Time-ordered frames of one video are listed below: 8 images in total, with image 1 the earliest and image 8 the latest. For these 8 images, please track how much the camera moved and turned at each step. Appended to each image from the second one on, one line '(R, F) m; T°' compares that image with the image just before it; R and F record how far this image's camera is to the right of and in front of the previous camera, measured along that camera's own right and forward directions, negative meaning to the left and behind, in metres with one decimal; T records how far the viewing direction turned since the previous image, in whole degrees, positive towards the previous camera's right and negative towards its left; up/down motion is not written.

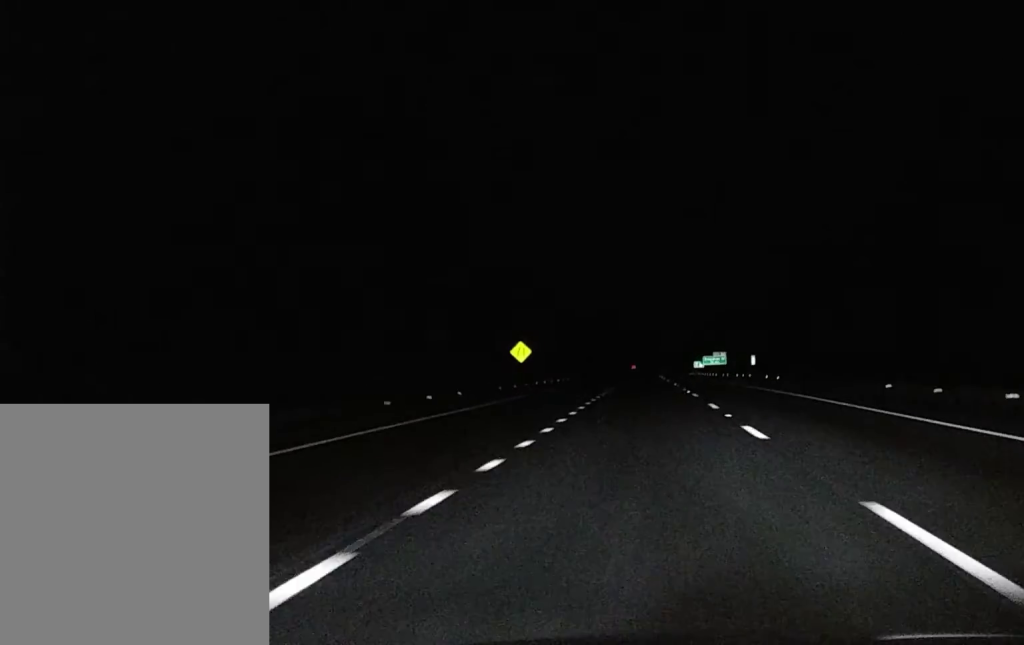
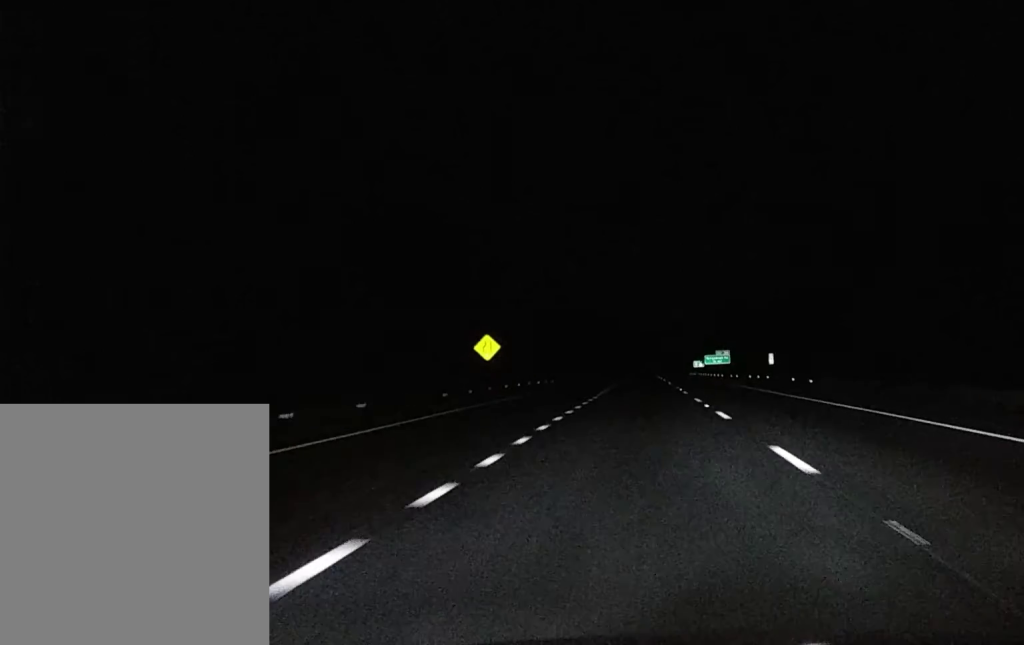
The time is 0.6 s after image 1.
(0.0, +18.9) m; 0°
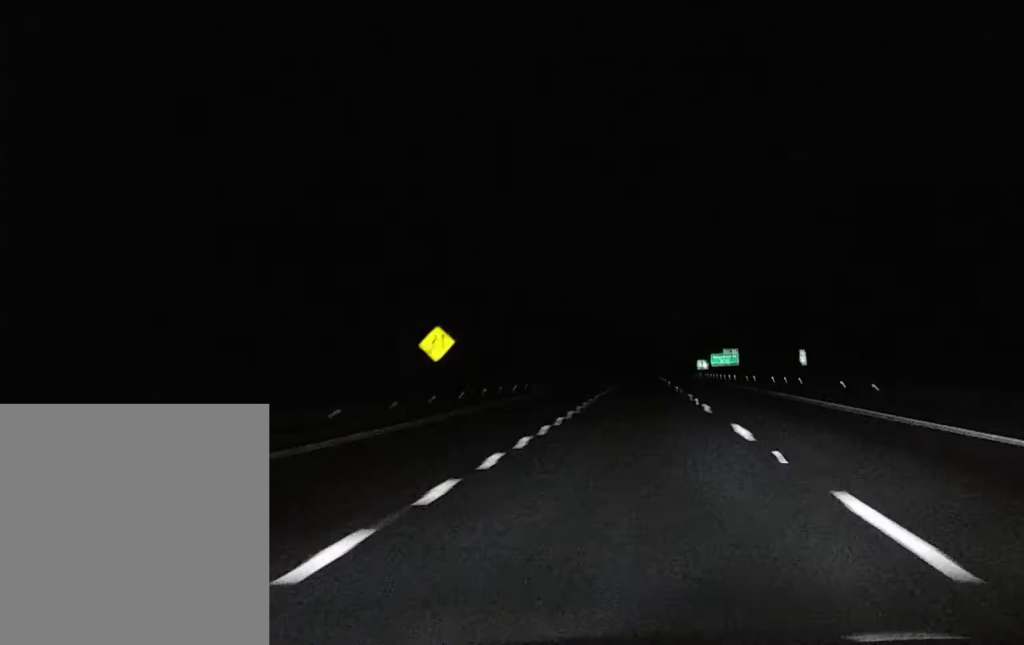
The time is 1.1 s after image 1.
(0.0, +16.8) m; 0°
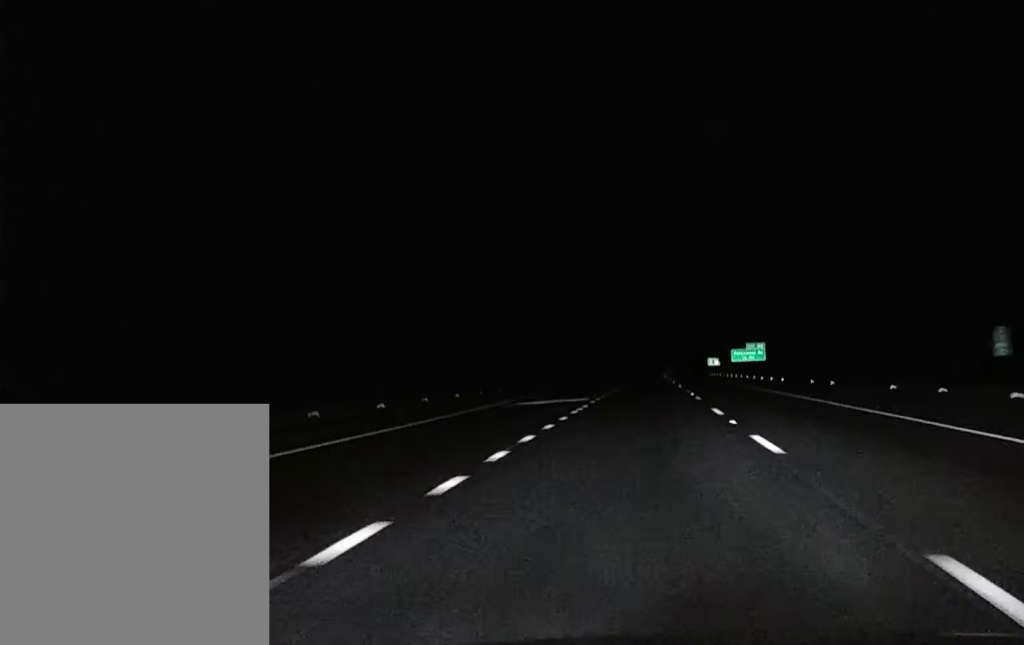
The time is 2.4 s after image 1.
(-0.2, +39.3) m; 0°
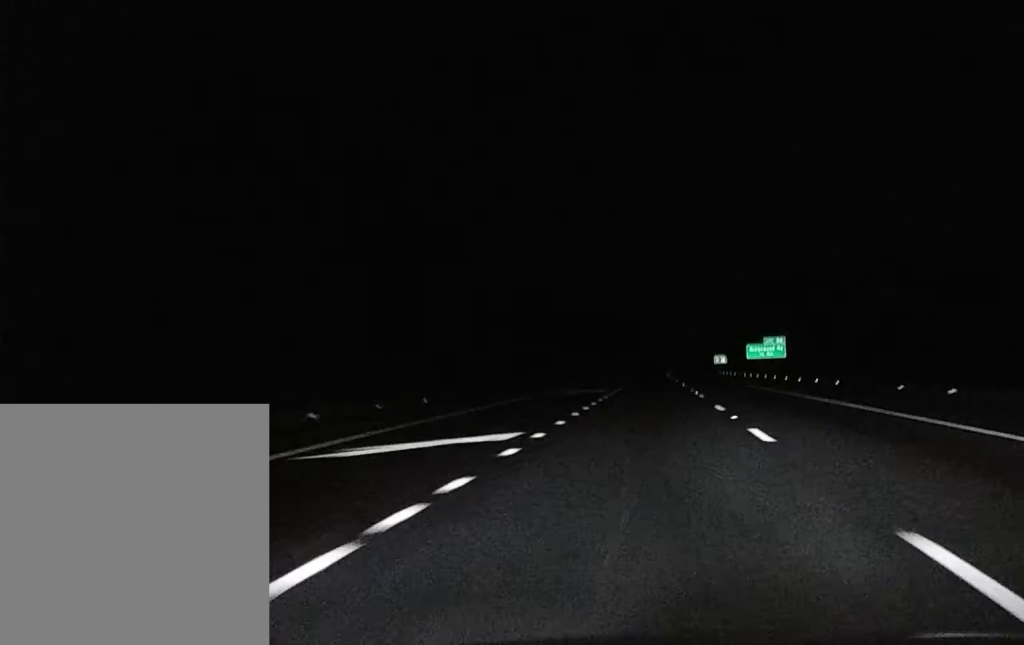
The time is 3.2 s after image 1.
(0.0, +24.2) m; 0°
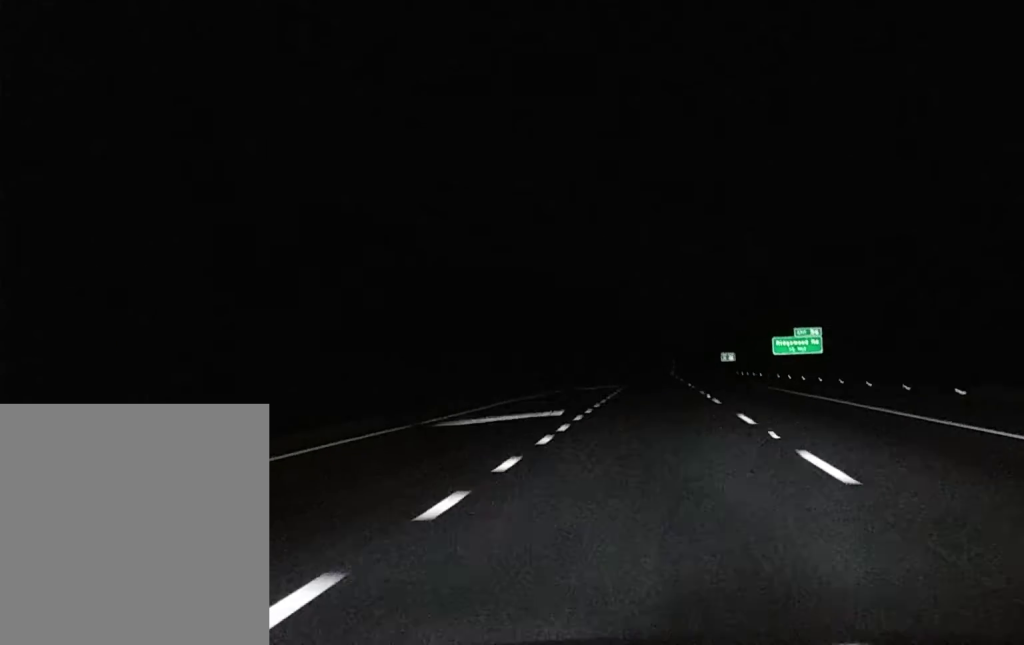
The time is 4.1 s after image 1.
(0.0, +26.2) m; 0°
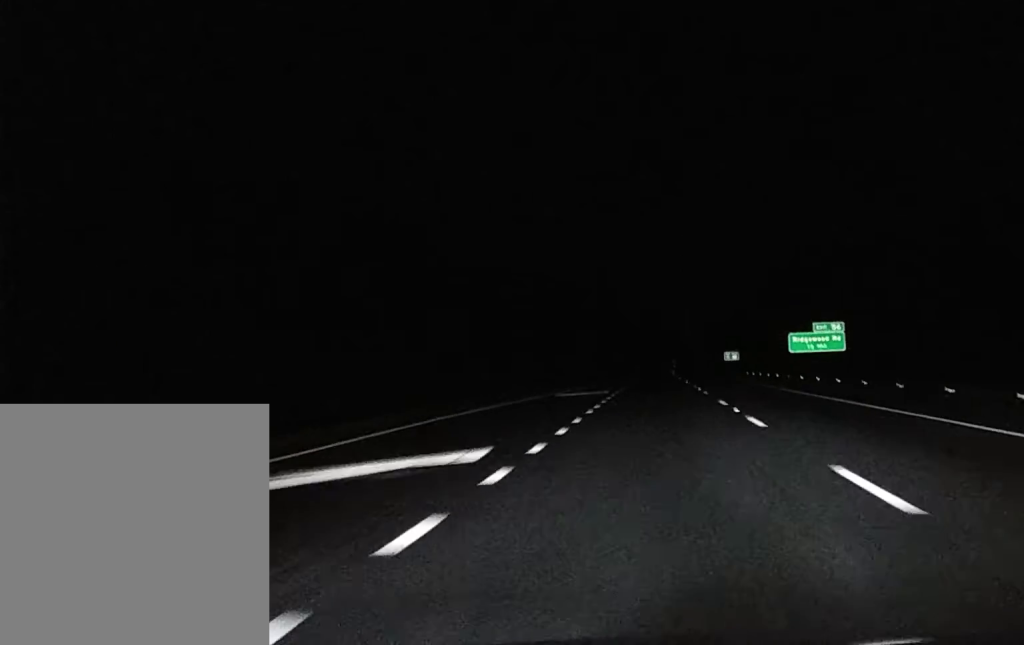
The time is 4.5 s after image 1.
(0.0, +12.1) m; 0°
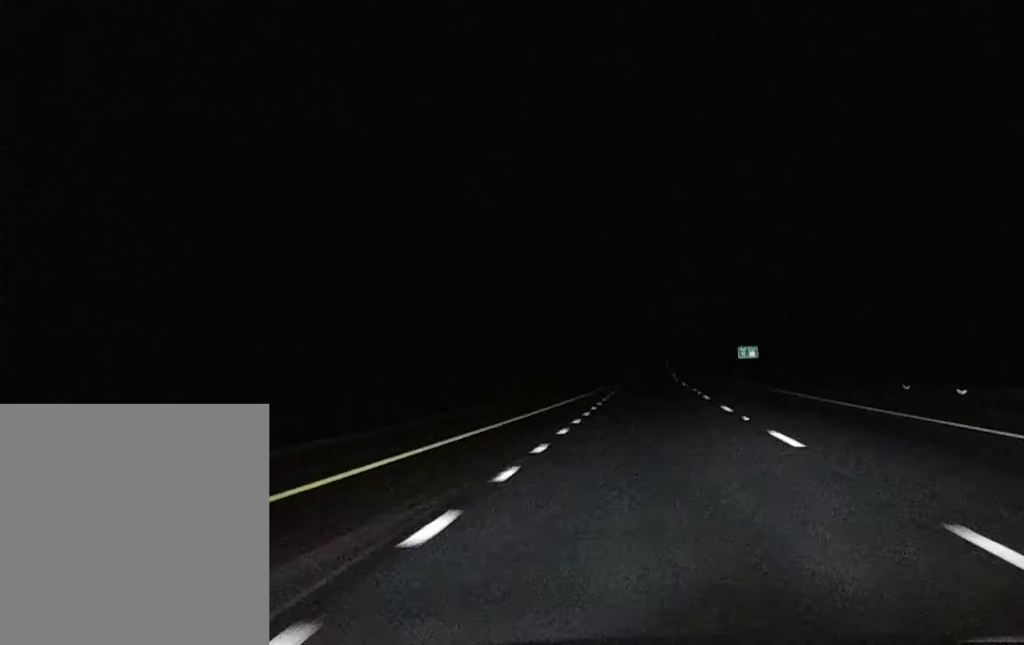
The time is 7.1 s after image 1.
(+0.2, +69.9) m; 0°
